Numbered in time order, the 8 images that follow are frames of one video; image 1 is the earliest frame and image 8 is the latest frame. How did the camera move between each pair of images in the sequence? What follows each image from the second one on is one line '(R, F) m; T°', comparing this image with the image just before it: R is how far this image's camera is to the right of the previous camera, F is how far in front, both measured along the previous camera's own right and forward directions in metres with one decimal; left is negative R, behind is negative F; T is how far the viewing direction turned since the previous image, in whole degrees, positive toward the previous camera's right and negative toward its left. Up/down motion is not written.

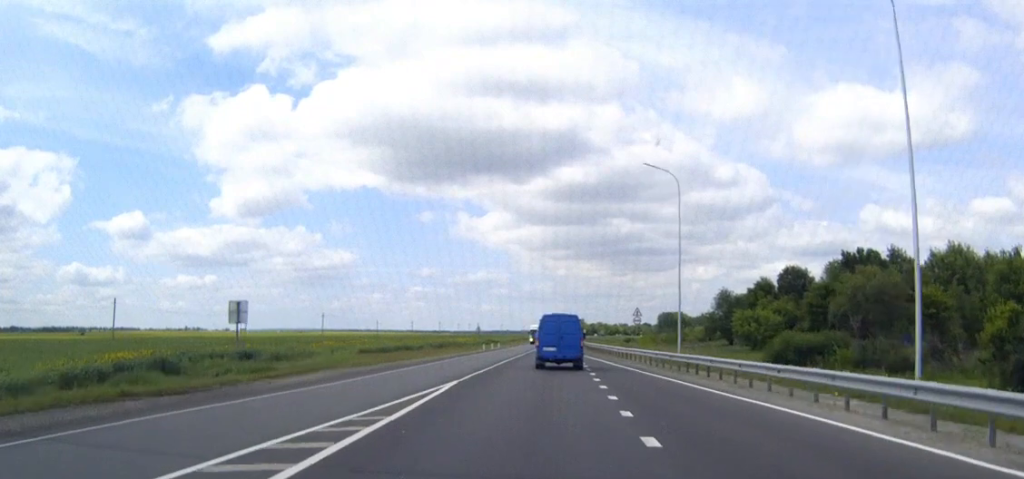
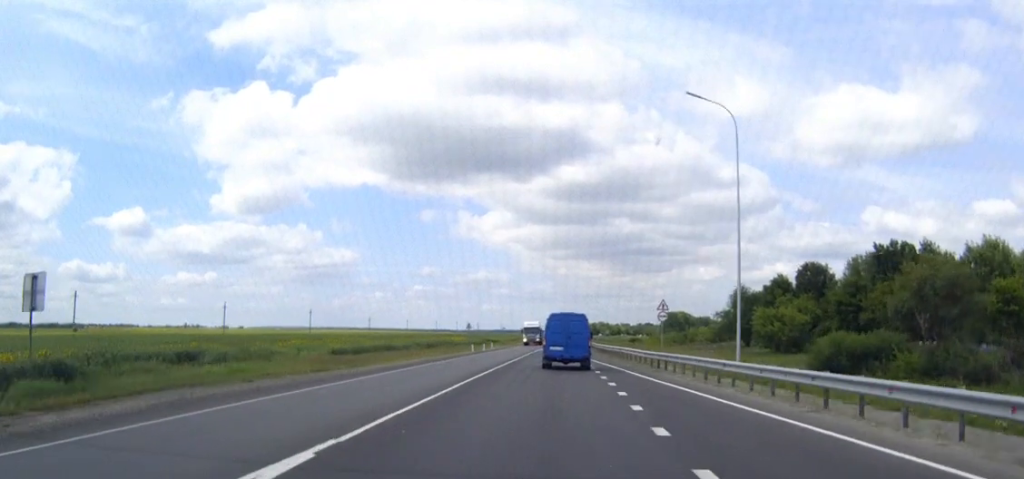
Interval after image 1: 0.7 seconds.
(-0.1, +15.0) m; 0°
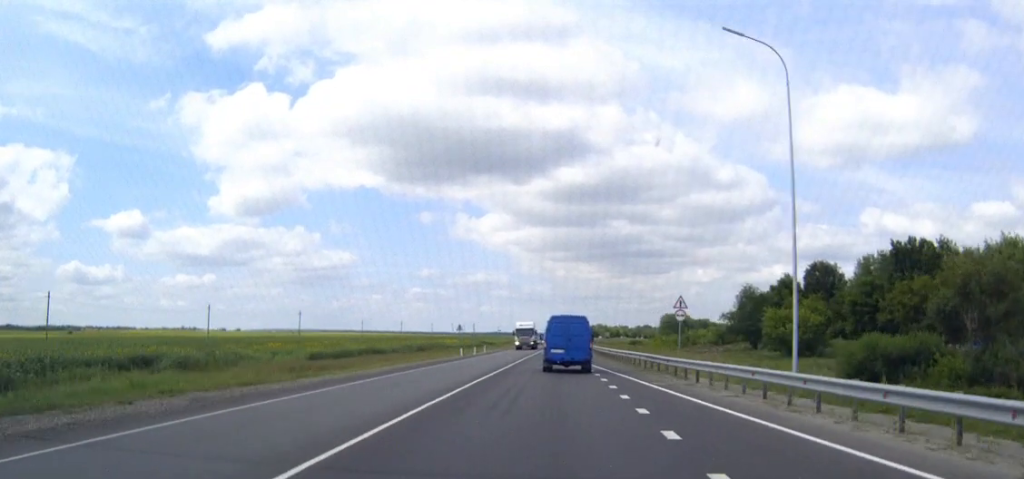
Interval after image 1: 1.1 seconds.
(0.0, +8.3) m; 0°
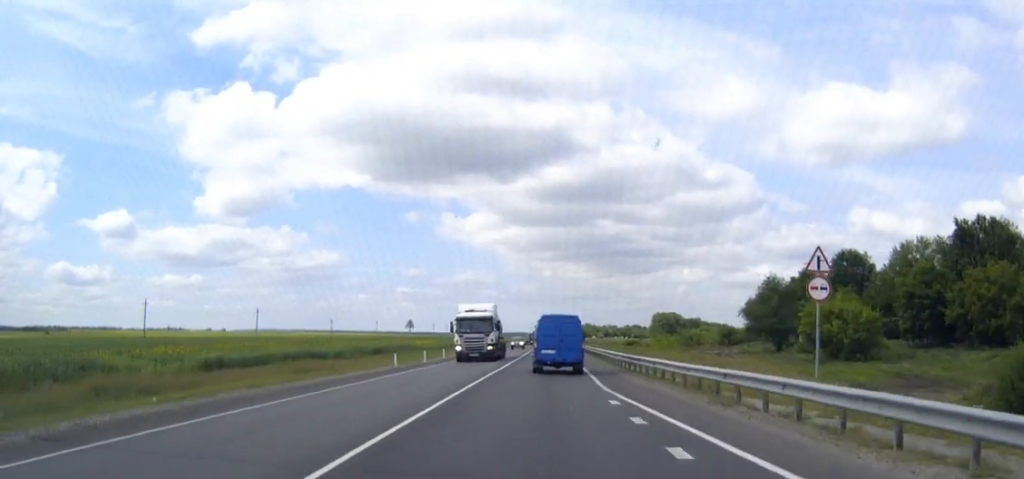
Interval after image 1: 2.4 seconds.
(+0.1, +26.4) m; 0°
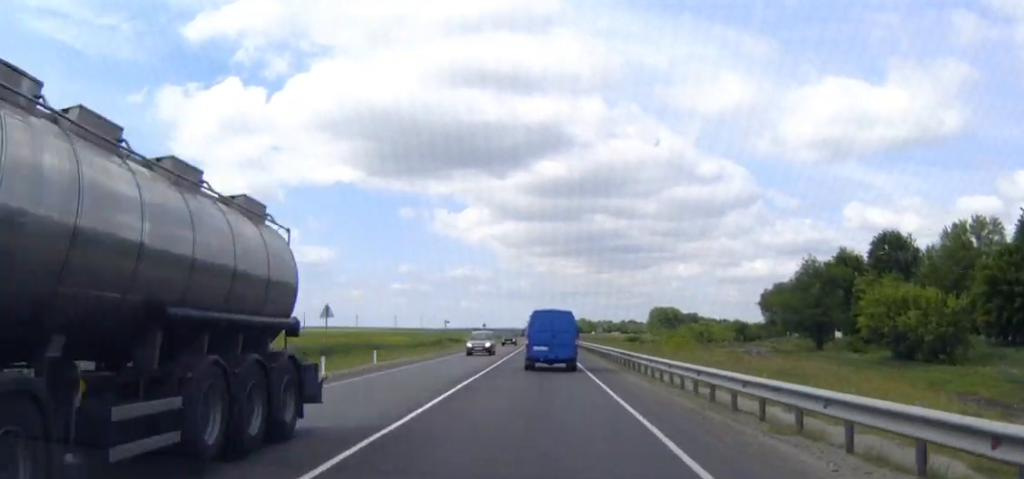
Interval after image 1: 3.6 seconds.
(+0.1, +24.4) m; +1°
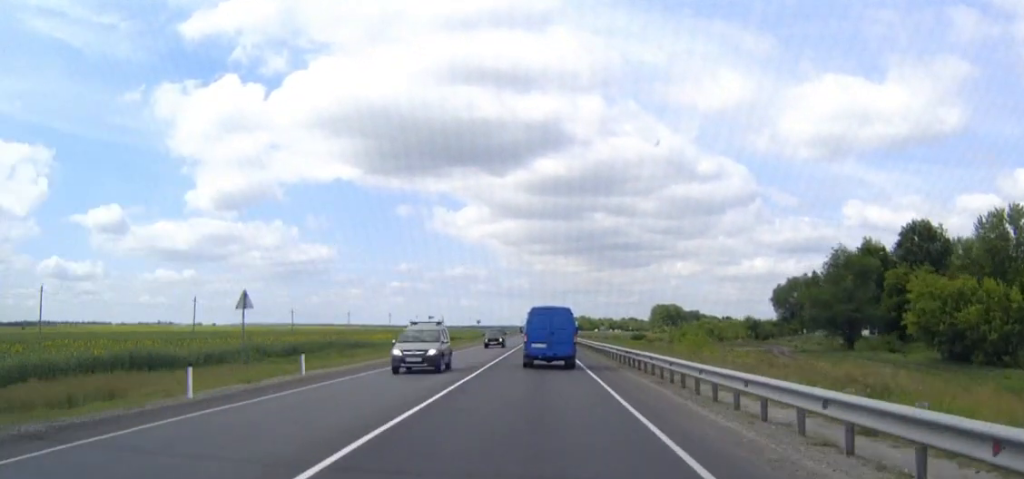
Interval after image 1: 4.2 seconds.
(+0.1, +12.4) m; 0°
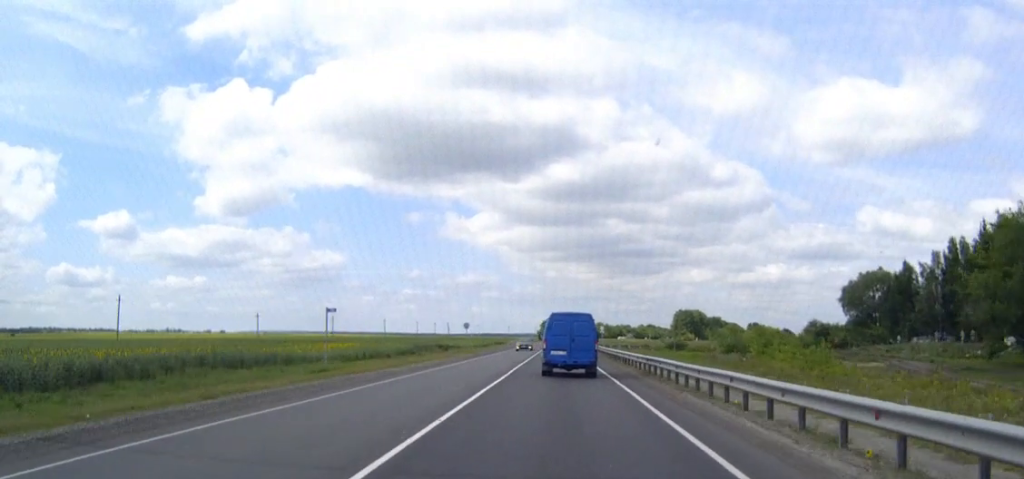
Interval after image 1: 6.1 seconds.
(-0.1, +40.4) m; 0°
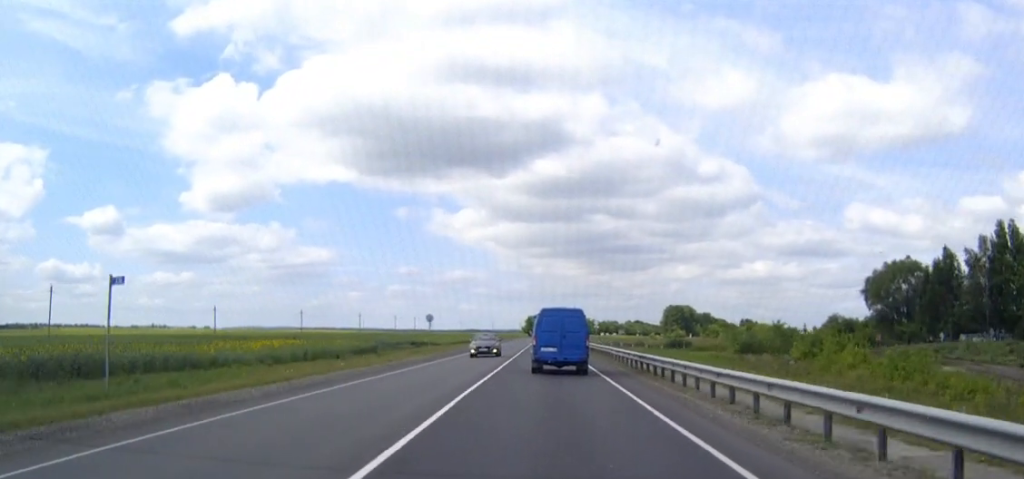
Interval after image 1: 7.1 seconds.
(0.0, +19.4) m; 0°
